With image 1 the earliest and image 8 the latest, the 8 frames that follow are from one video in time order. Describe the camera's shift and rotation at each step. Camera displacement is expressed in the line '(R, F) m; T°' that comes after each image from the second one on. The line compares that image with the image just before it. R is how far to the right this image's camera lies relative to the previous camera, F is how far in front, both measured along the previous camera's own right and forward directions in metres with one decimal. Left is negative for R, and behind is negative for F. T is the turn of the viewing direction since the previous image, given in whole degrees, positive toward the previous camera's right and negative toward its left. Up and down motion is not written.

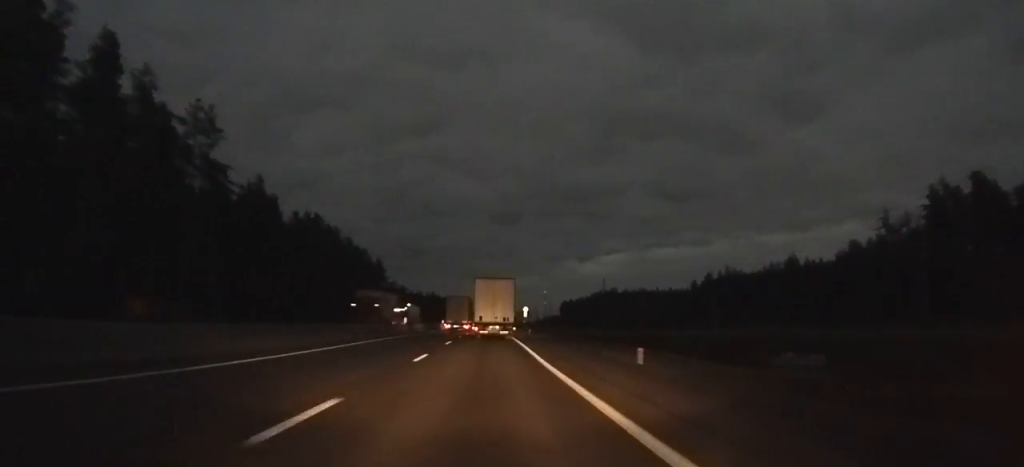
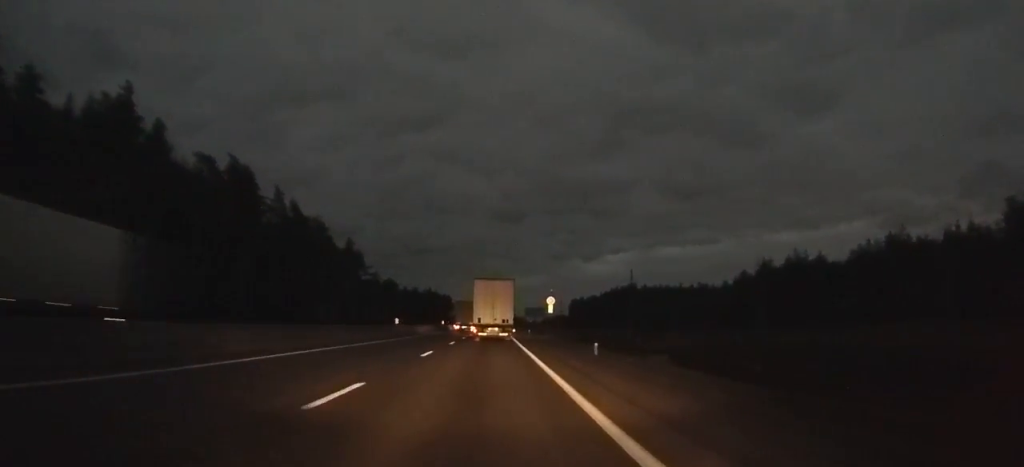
(+0.3, +45.9) m; 0°
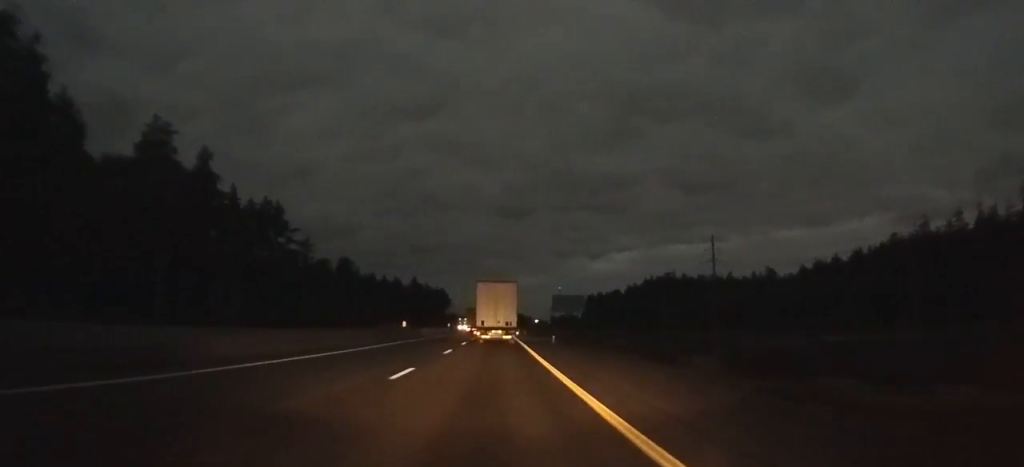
(-0.6, +79.3) m; -1°
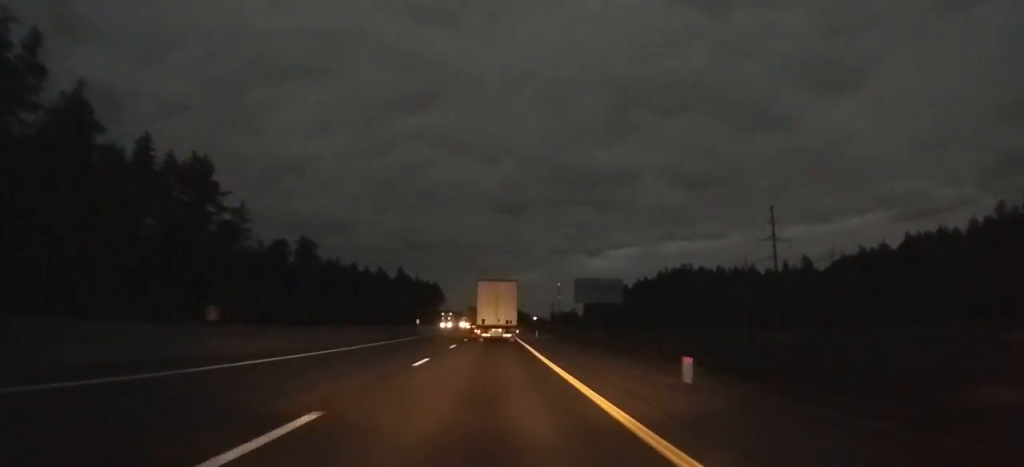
(+0.1, +32.3) m; 0°
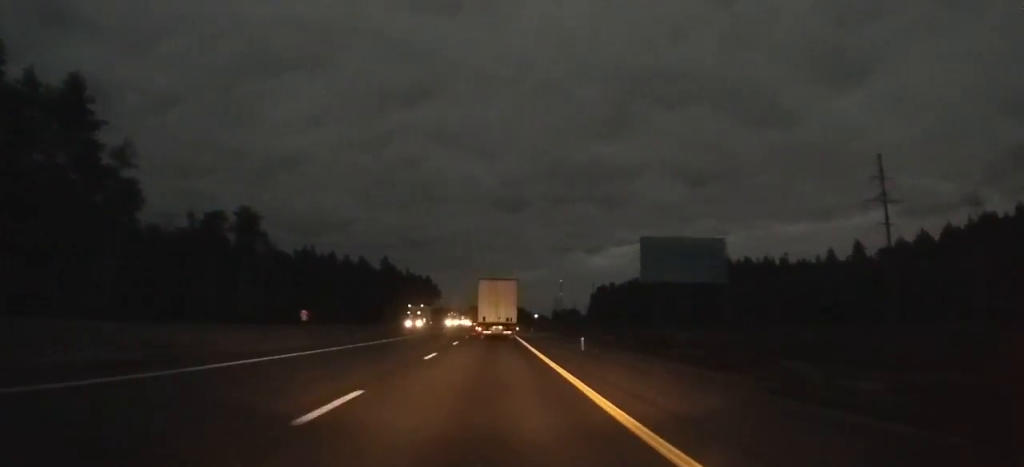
(-0.1, +33.5) m; 0°
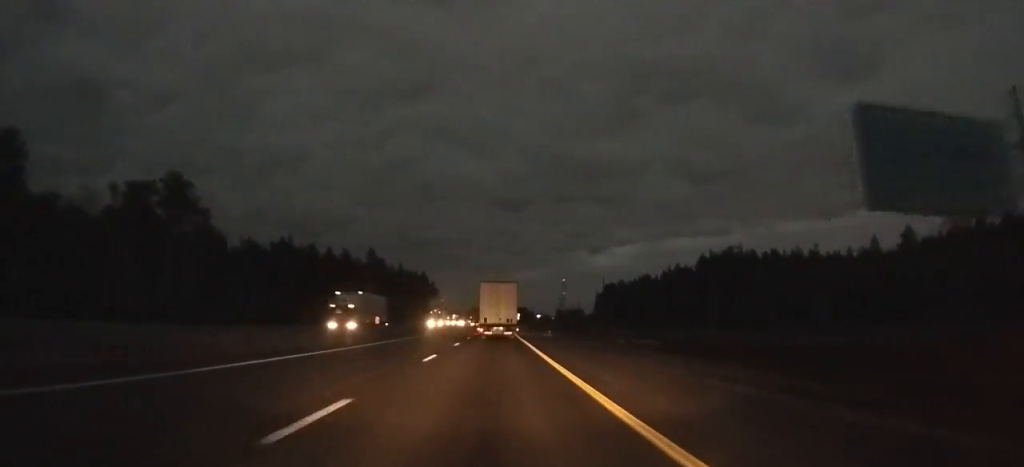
(+0.1, +25.2) m; 0°
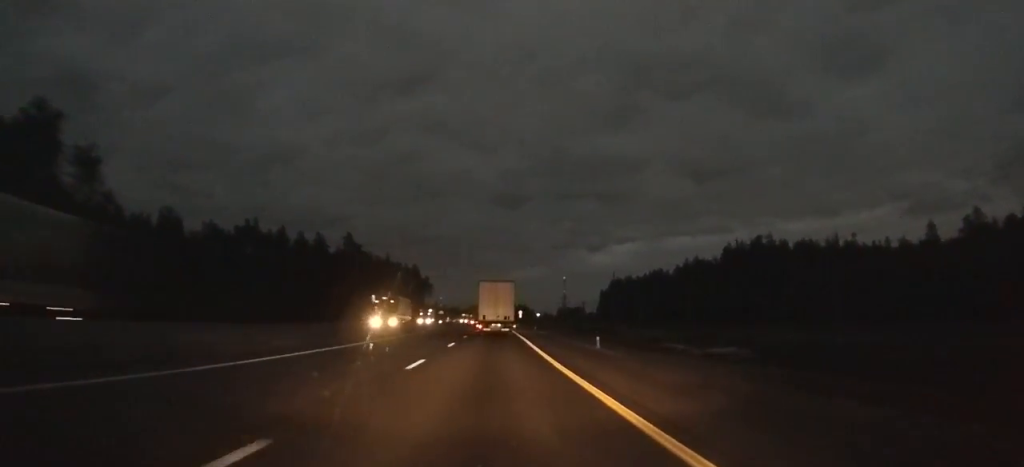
(+0.1, +27.8) m; 0°
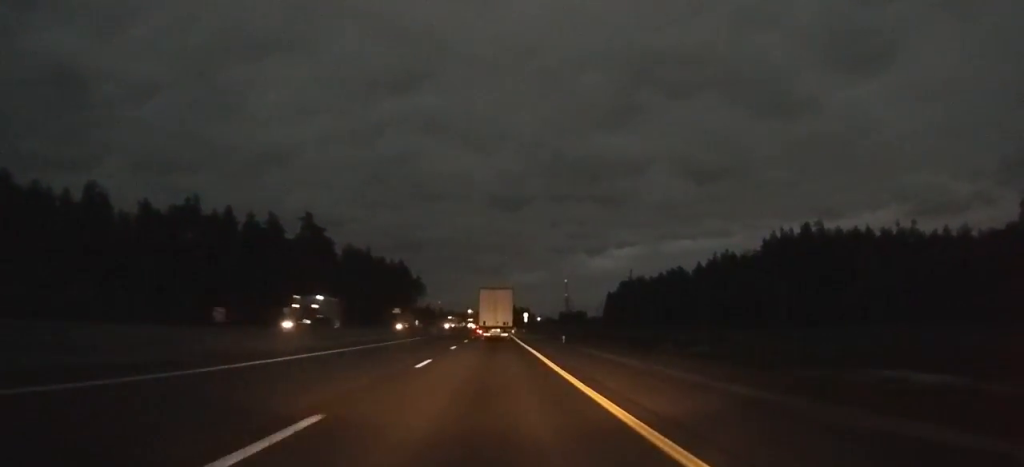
(+0.1, +34.2) m; 0°
